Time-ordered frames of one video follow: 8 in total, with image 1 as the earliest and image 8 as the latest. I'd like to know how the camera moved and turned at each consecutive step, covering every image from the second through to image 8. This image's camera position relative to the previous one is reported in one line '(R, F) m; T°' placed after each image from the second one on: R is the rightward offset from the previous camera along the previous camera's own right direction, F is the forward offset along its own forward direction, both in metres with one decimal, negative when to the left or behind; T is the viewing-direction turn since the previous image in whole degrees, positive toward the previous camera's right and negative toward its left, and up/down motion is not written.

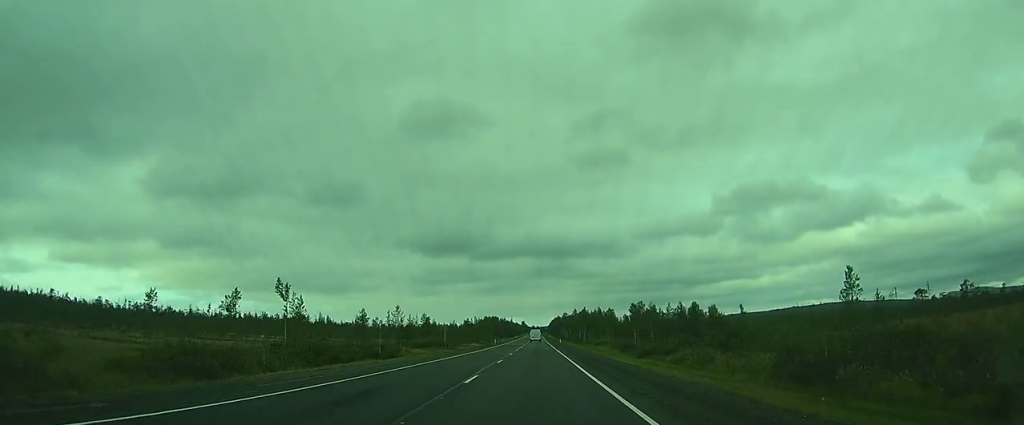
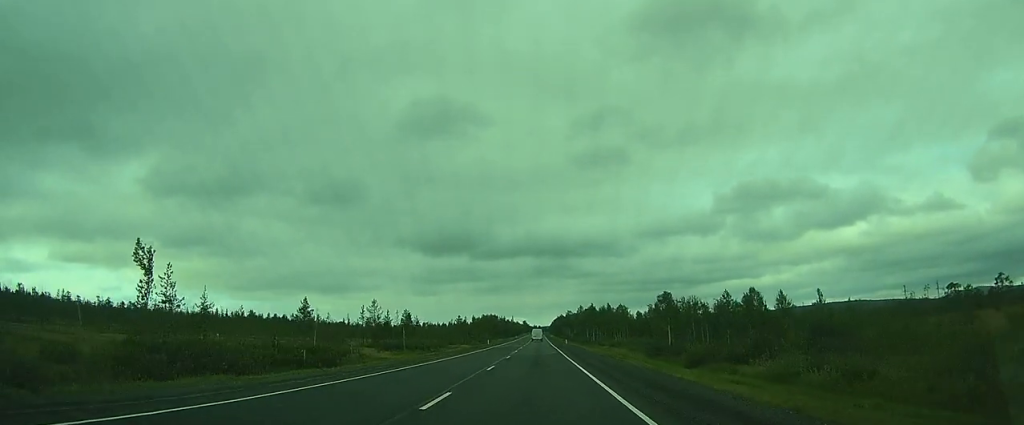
(+0.1, +16.9) m; +1°
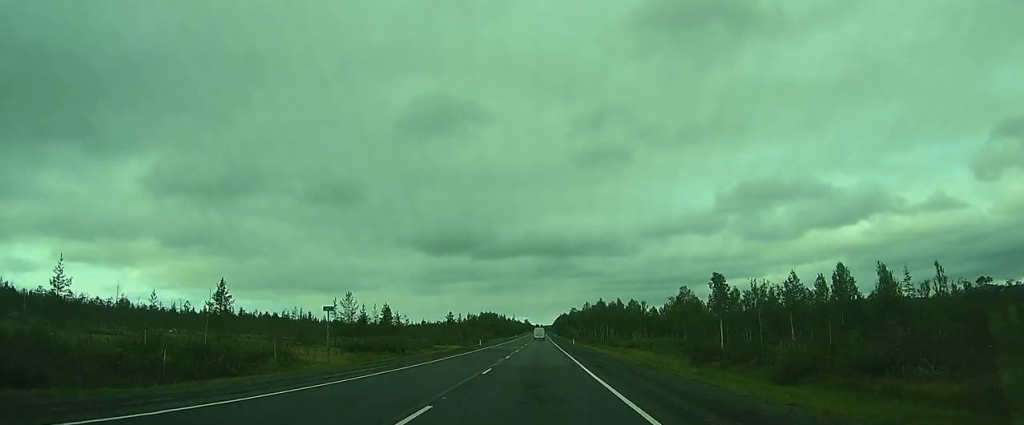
(+0.2, +13.8) m; 0°
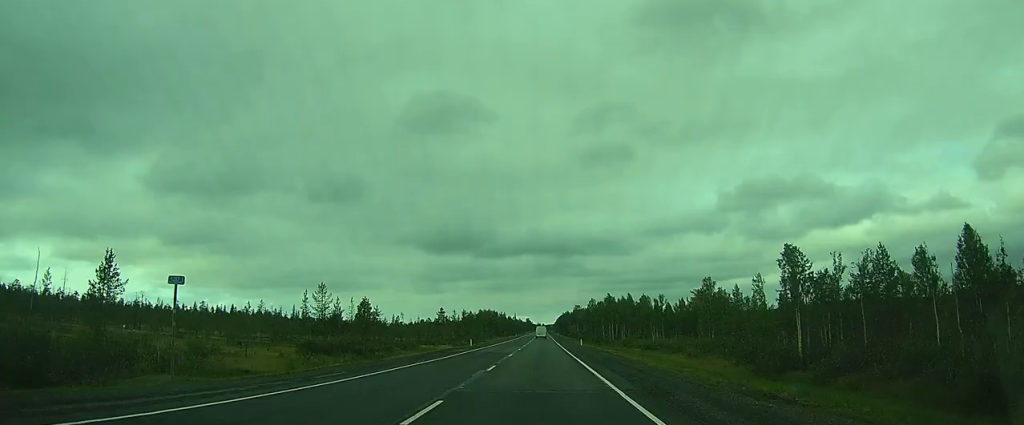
(0.0, +10.8) m; 0°
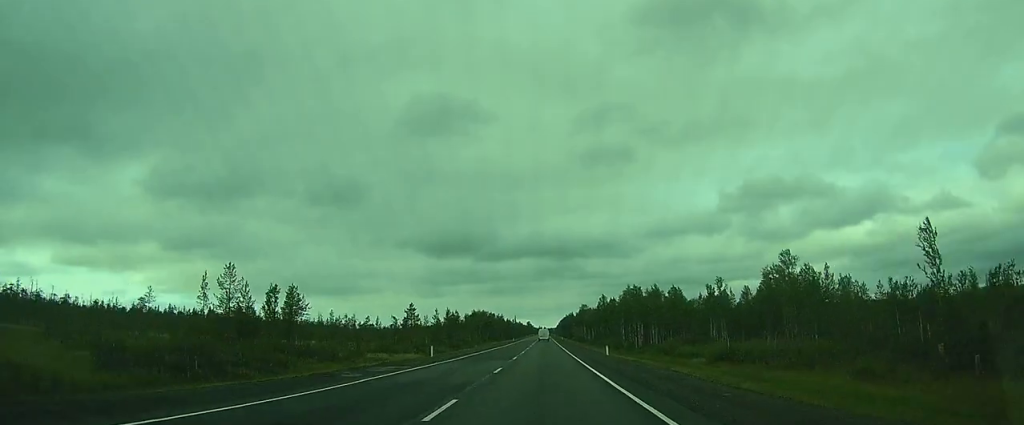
(0.0, +22.4) m; 0°
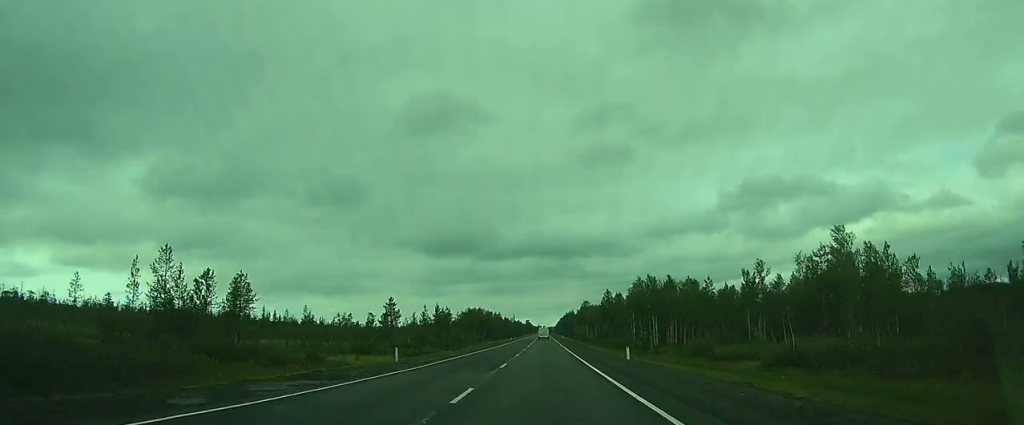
(0.0, +9.3) m; 0°
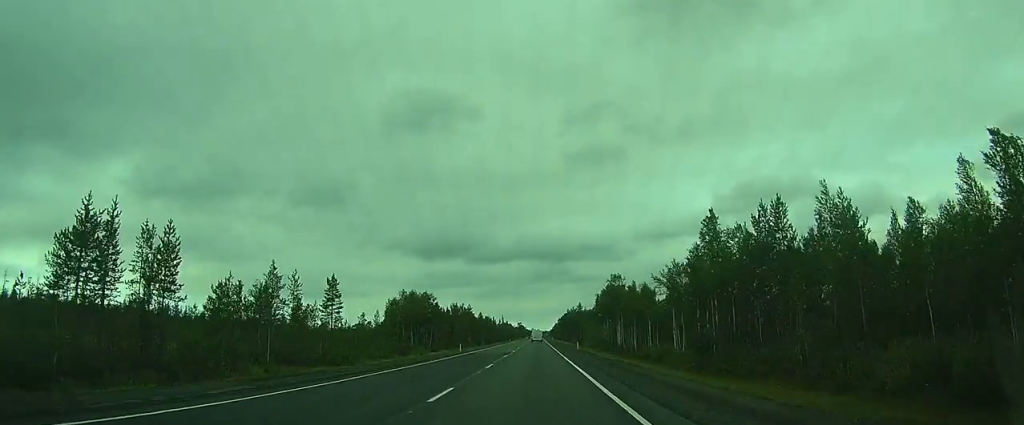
(+0.6, +69.5) m; +1°
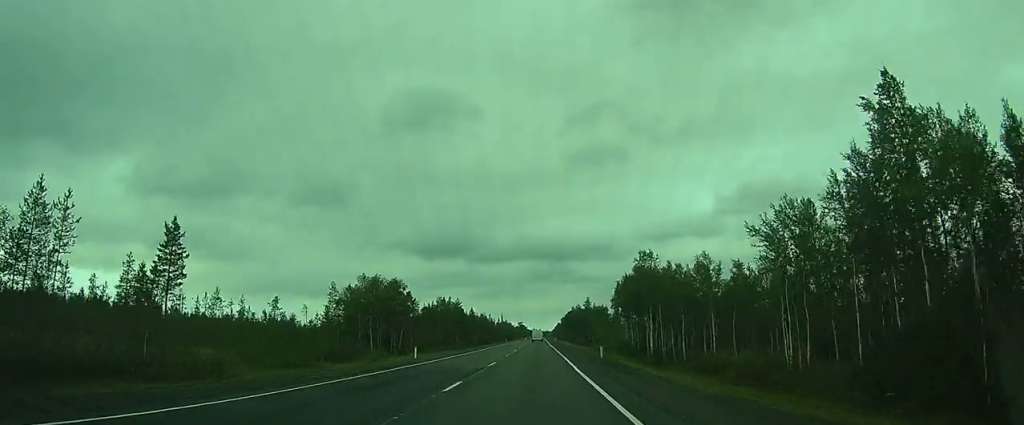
(+0.2, +21.2) m; +1°
